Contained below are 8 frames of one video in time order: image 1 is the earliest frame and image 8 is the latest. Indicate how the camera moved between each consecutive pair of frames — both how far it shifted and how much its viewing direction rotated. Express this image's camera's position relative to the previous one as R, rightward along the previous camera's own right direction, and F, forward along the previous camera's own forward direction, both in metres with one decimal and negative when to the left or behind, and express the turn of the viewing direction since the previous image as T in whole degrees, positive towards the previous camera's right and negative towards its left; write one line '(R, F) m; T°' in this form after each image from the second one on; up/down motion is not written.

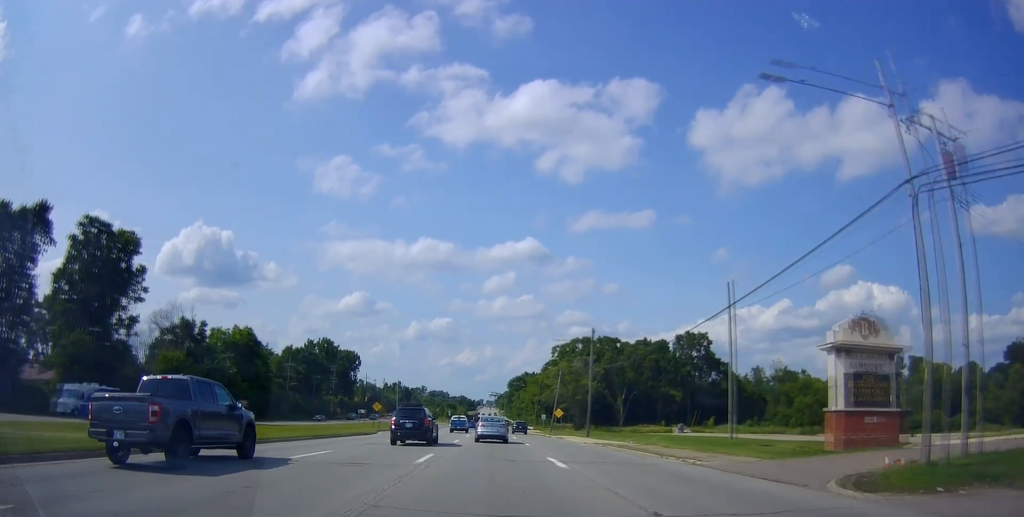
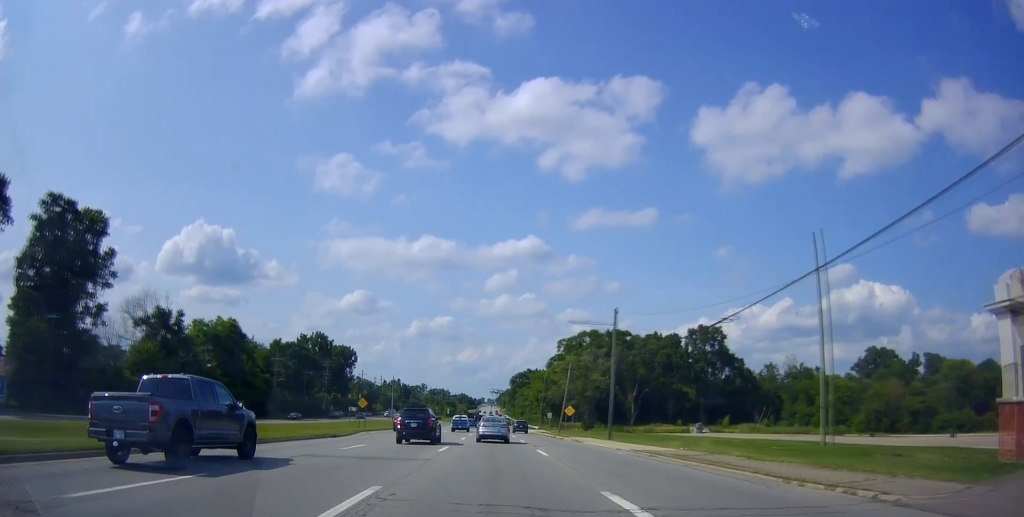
(+0.2, +9.8) m; 0°
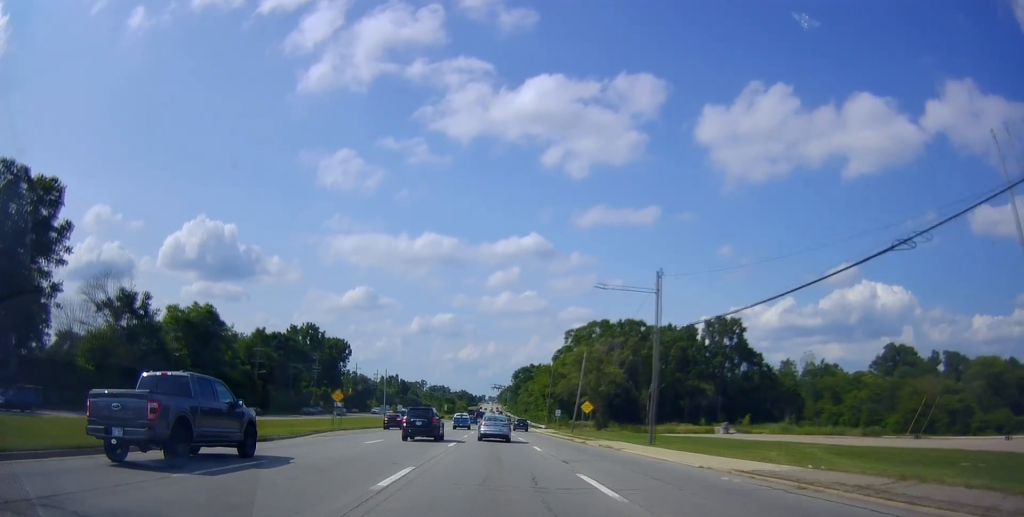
(0.0, +12.0) m; 0°
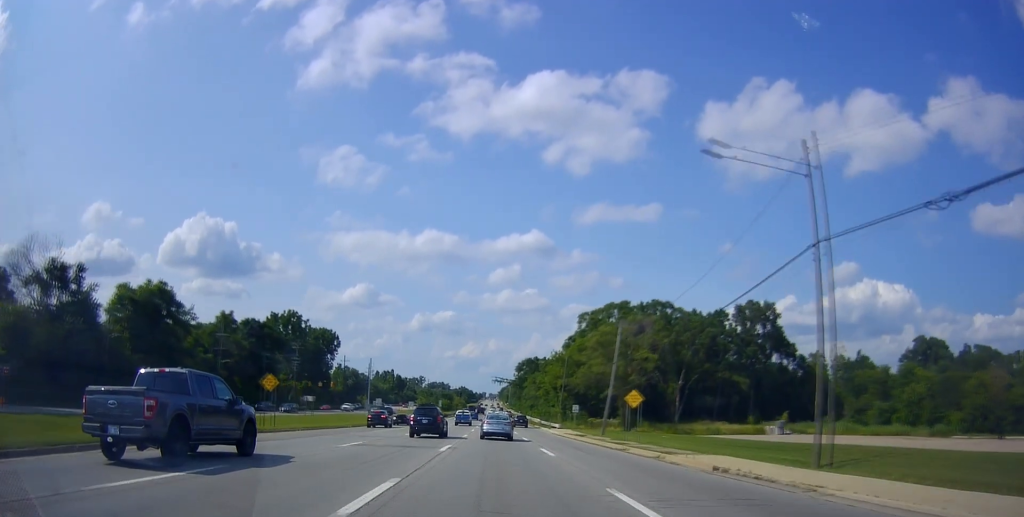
(-0.3, +17.8) m; +1°
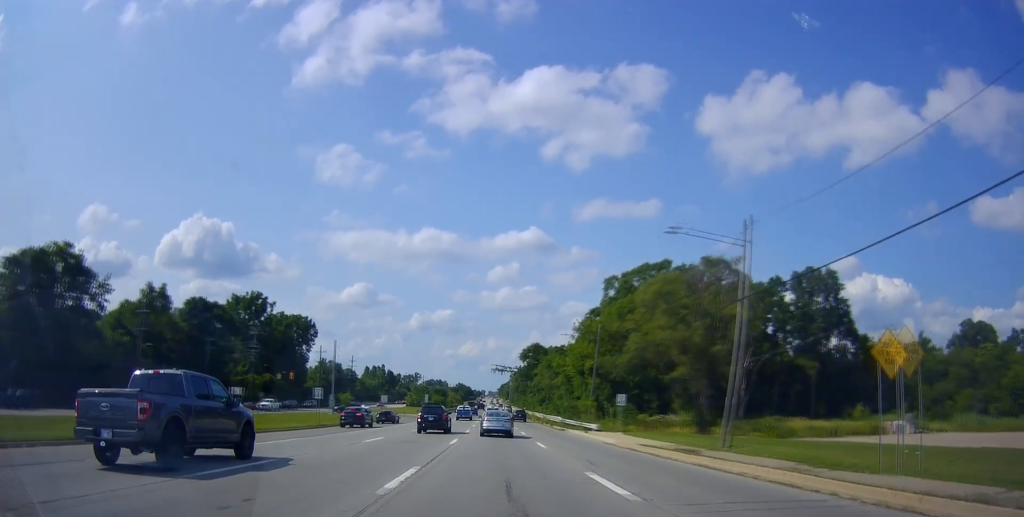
(+0.5, +26.9) m; 0°
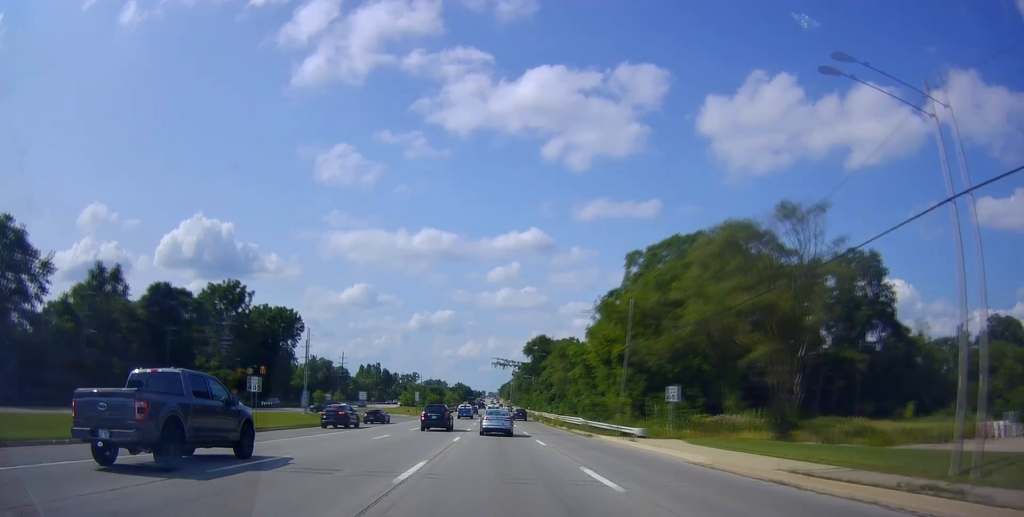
(-0.4, +14.0) m; -1°
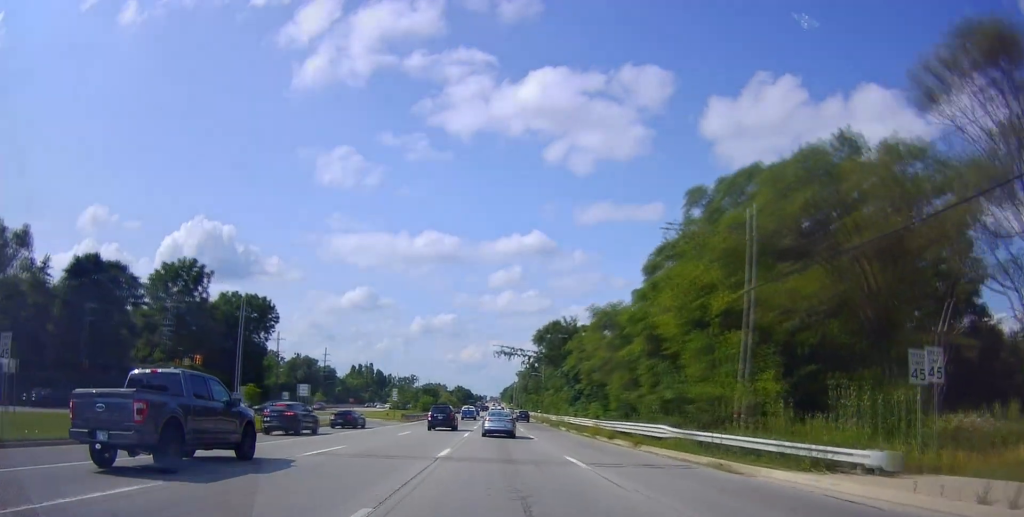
(+0.4, +22.8) m; 0°
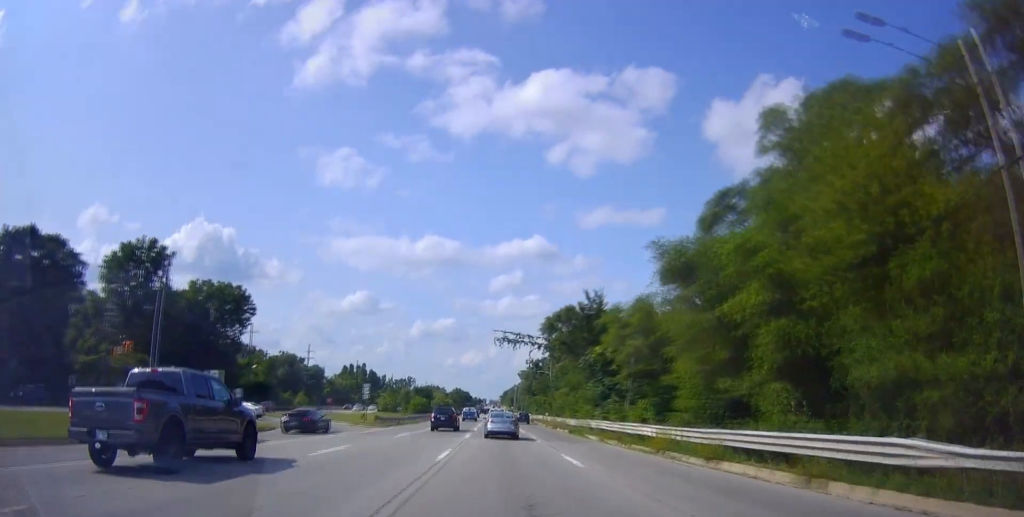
(-0.2, +16.2) m; +1°
